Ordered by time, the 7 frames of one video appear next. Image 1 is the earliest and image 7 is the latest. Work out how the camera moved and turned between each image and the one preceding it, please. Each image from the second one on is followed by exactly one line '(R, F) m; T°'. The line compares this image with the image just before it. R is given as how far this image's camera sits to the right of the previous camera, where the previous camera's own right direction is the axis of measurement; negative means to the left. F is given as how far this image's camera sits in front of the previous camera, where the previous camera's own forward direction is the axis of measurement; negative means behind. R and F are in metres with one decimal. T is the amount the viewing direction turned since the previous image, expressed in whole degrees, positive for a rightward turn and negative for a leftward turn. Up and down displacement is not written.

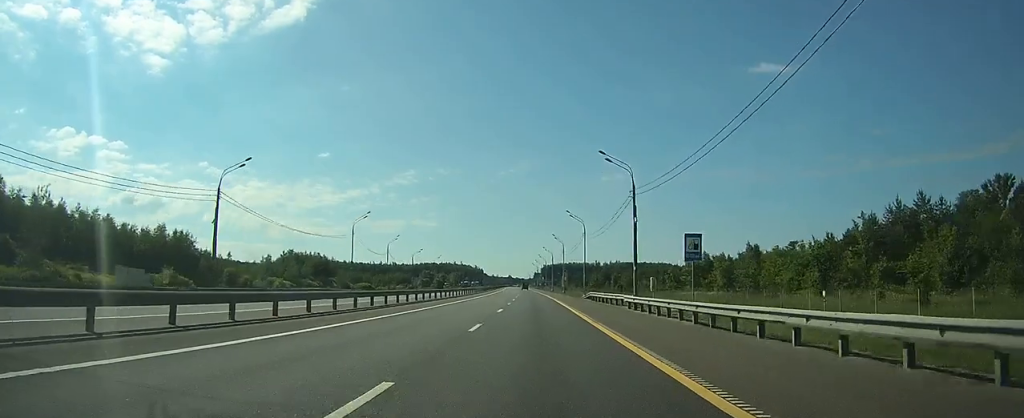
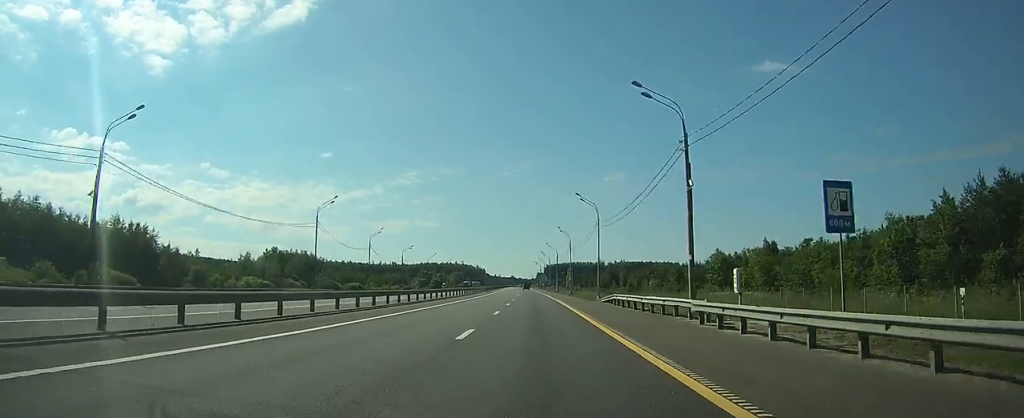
(0.0, +14.6) m; 0°
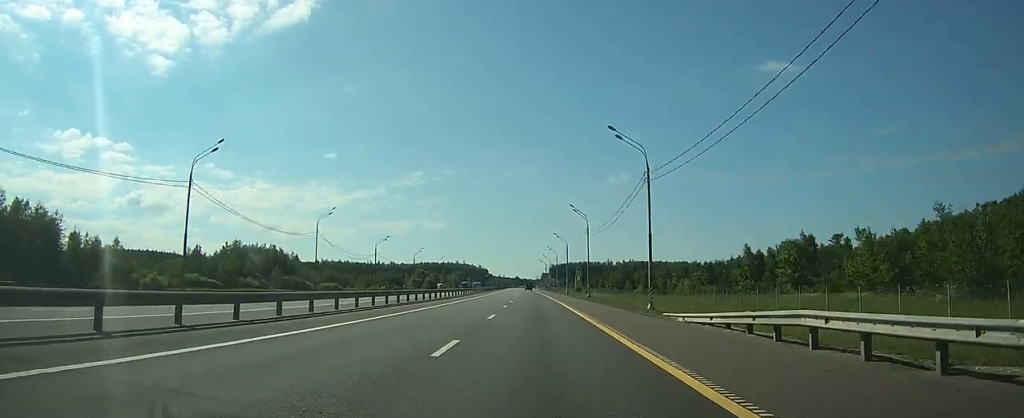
(-0.2, +27.1) m; 0°
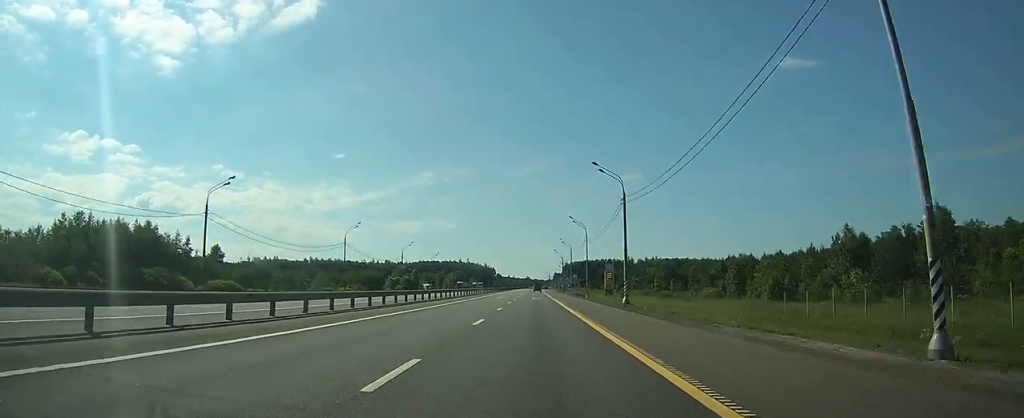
(-0.3, +63.2) m; -1°
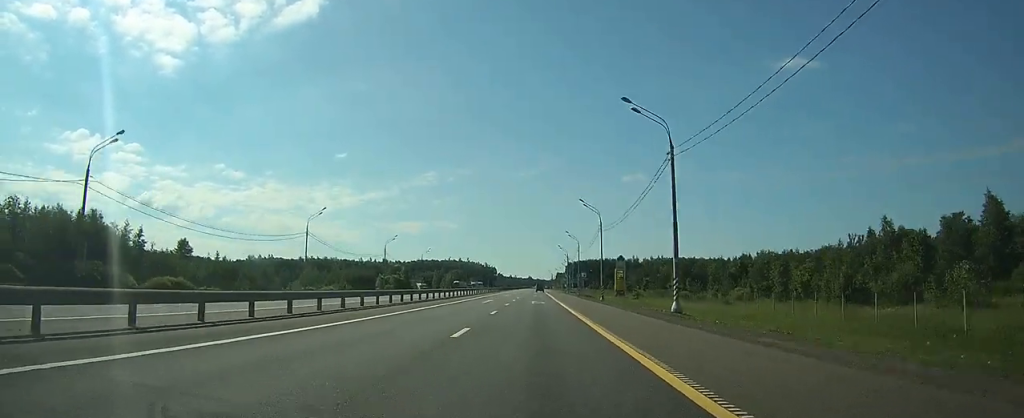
(-0.1, +16.5) m; 0°
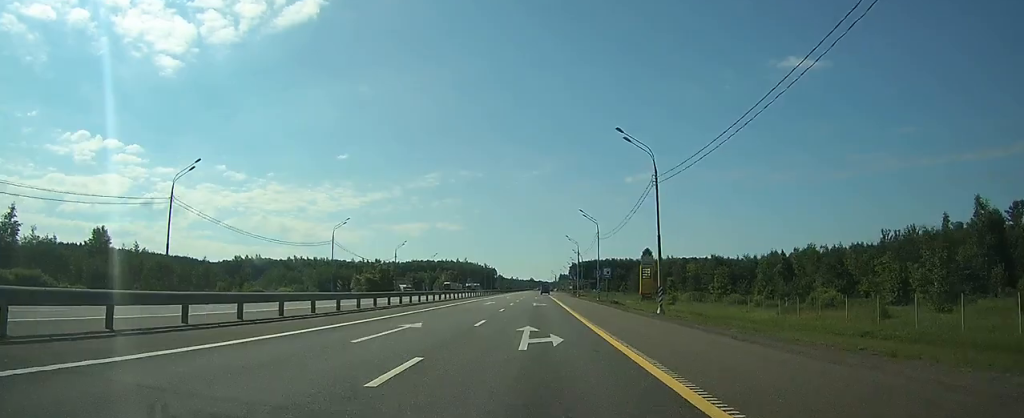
(-0.2, +30.8) m; -1°
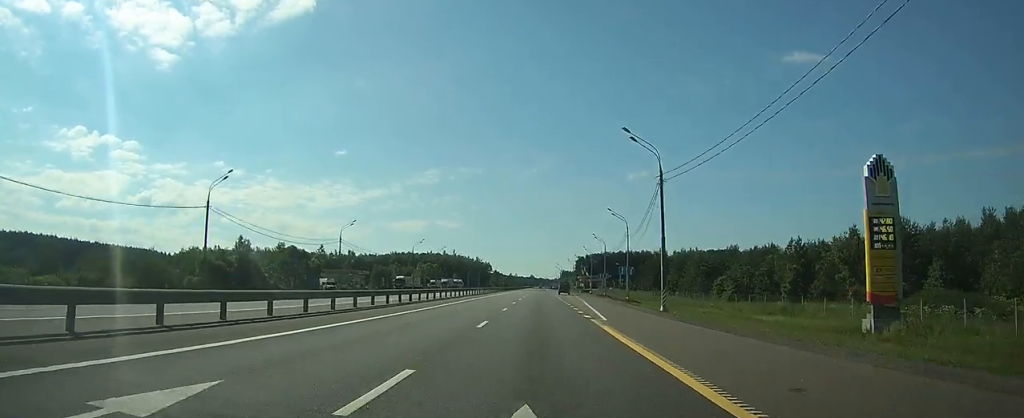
(-0.4, +73.4) m; -1°
